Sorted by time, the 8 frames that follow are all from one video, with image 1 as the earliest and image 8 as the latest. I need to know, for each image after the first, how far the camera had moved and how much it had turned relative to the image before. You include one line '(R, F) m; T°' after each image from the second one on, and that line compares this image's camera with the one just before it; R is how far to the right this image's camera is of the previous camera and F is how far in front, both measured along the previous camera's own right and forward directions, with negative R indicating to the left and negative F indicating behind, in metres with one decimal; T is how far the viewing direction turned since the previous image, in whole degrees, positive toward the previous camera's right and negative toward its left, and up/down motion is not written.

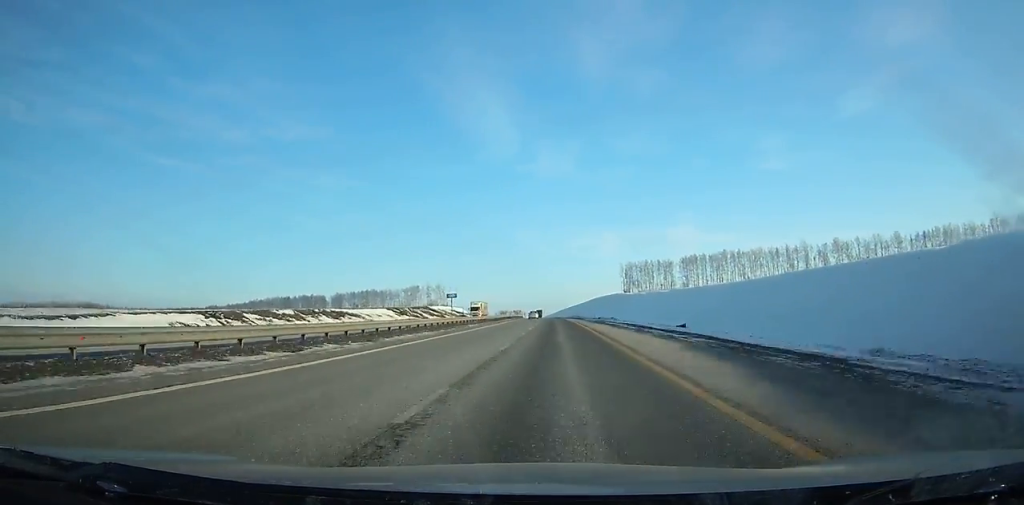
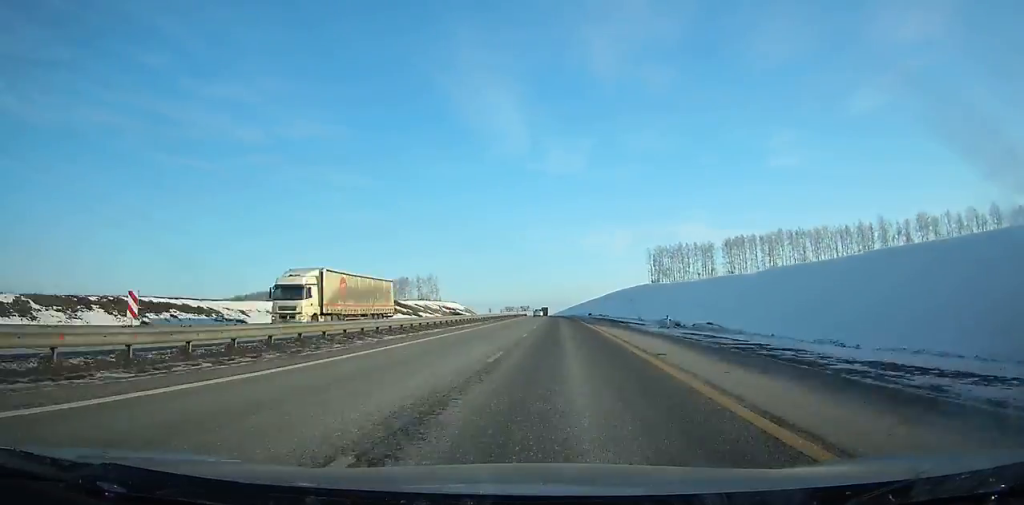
(-0.2, +51.4) m; -1°
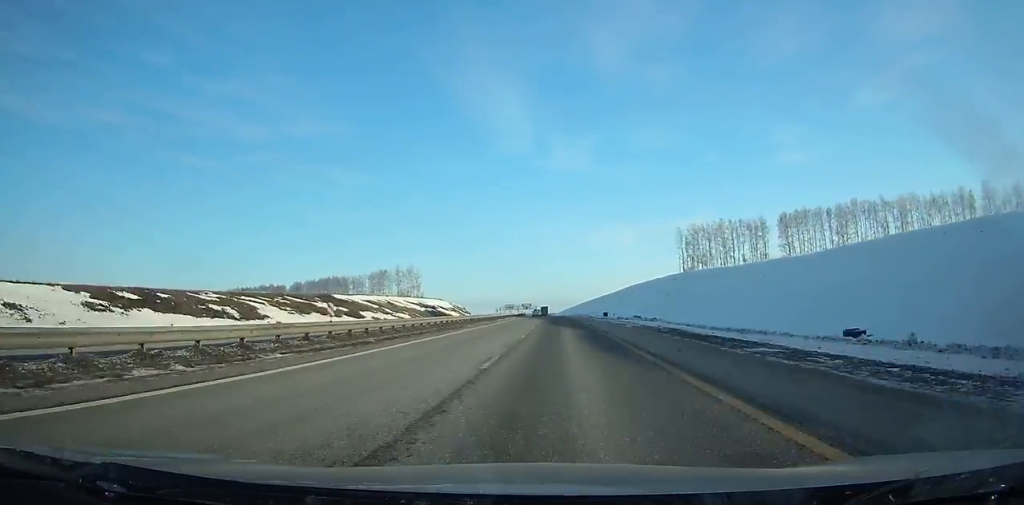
(-0.5, +48.4) m; -1°
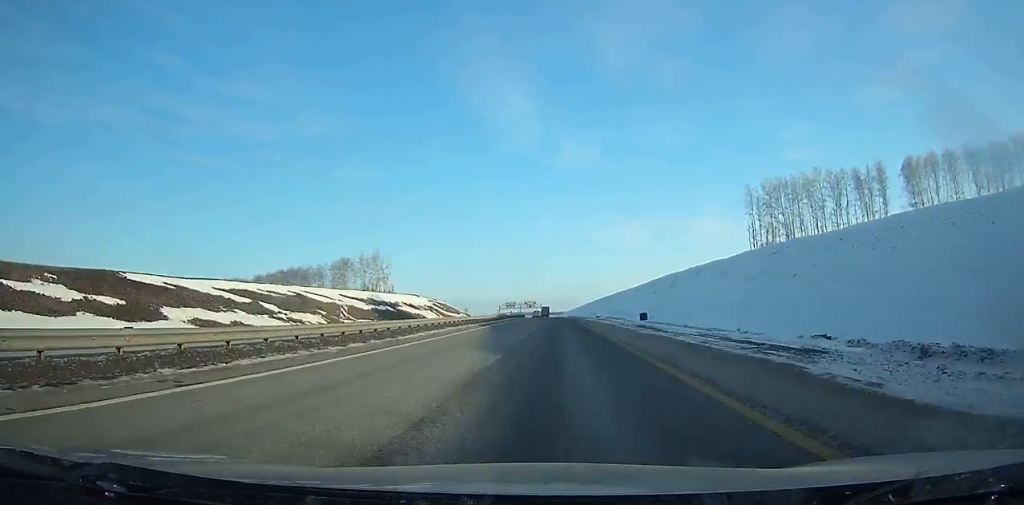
(-0.3, +57.6) m; -1°
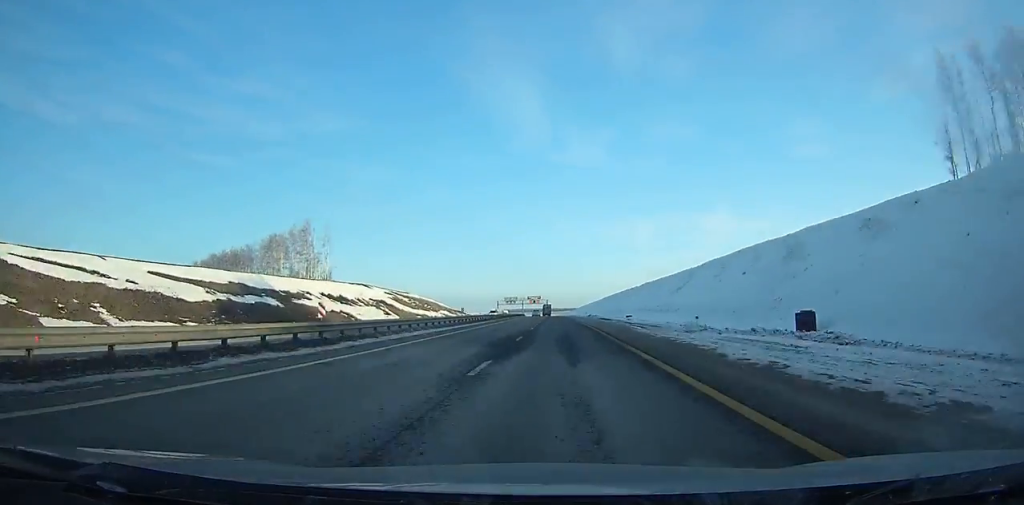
(-0.2, +61.0) m; -1°
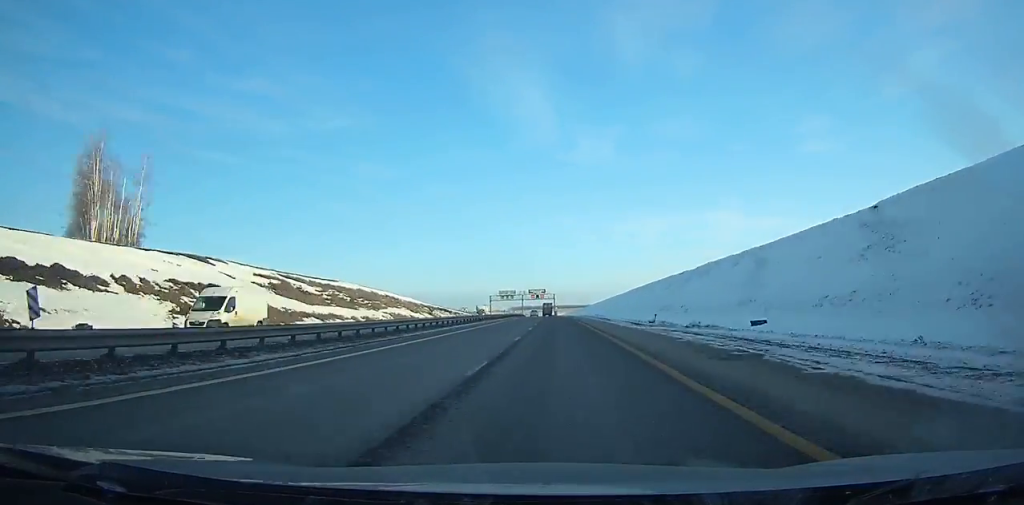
(-0.9, +70.7) m; -1°
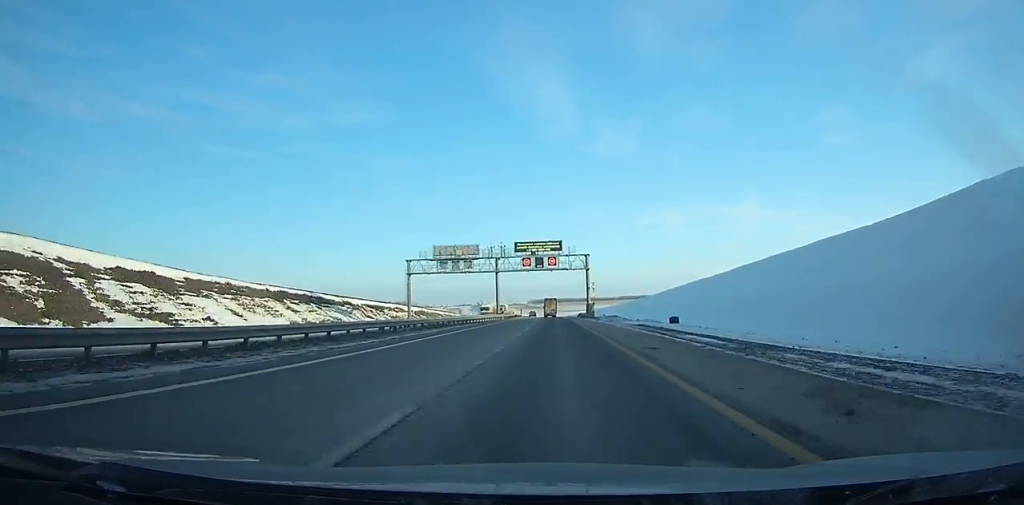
(-3.4, +159.5) m; -2°
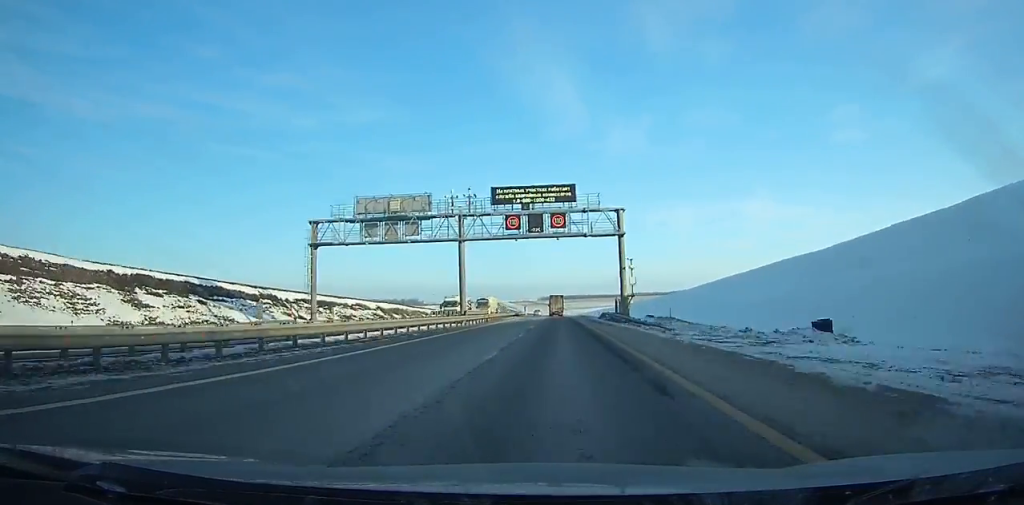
(-0.1, +38.2) m; -1°
